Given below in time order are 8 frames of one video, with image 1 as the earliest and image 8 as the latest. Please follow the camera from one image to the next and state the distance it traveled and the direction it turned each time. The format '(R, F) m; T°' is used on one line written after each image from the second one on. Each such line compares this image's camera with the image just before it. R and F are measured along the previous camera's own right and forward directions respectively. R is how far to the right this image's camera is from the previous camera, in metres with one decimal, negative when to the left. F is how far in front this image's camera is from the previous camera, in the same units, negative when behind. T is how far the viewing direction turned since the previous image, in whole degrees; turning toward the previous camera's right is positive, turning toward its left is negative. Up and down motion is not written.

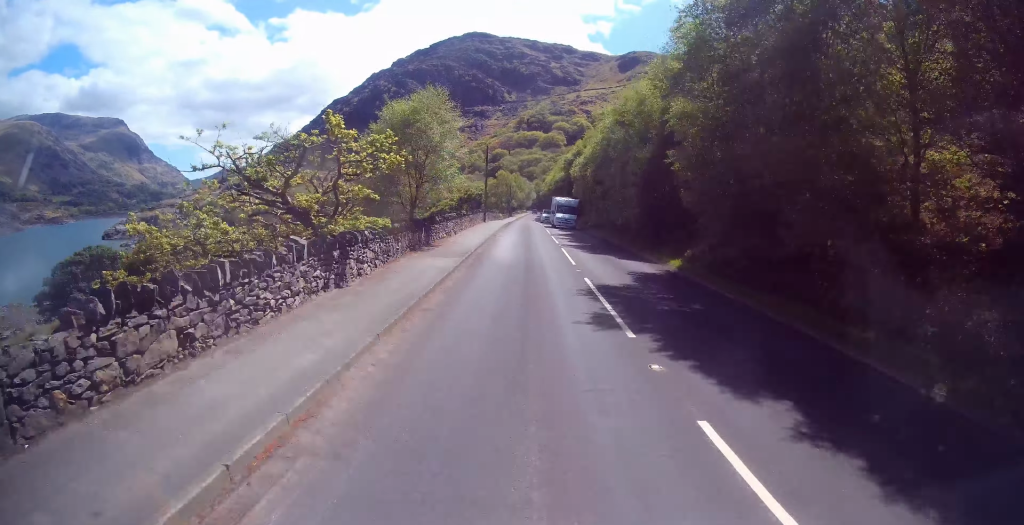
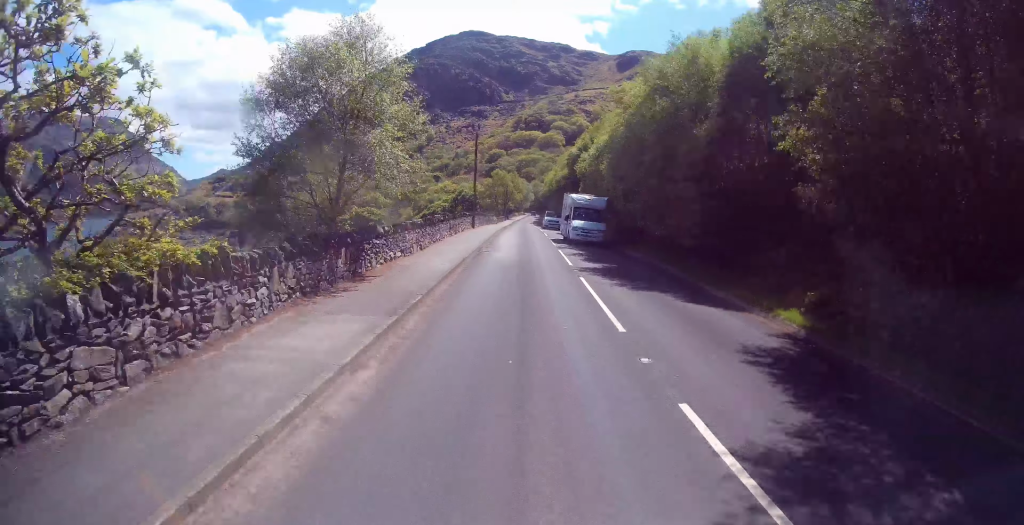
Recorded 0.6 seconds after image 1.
(+0.2, +8.6) m; +1°
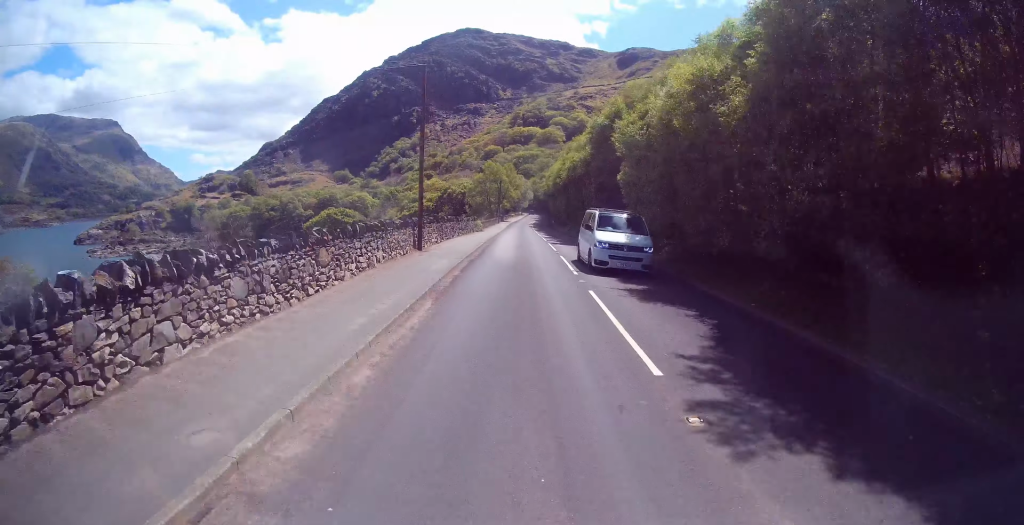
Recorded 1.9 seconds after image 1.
(0.0, +20.3) m; -1°
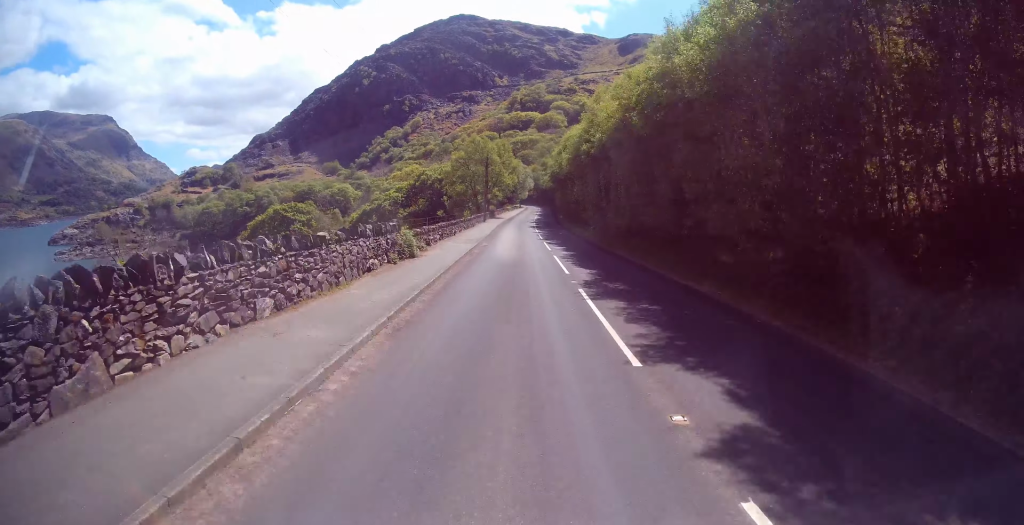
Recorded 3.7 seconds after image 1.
(+0.1, +27.1) m; +1°
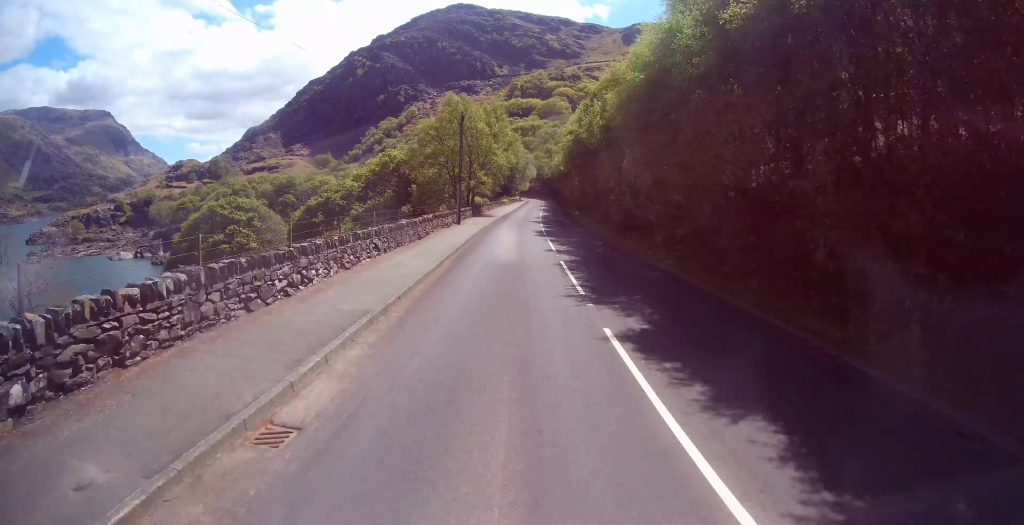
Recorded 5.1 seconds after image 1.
(+0.3, +22.4) m; +1°
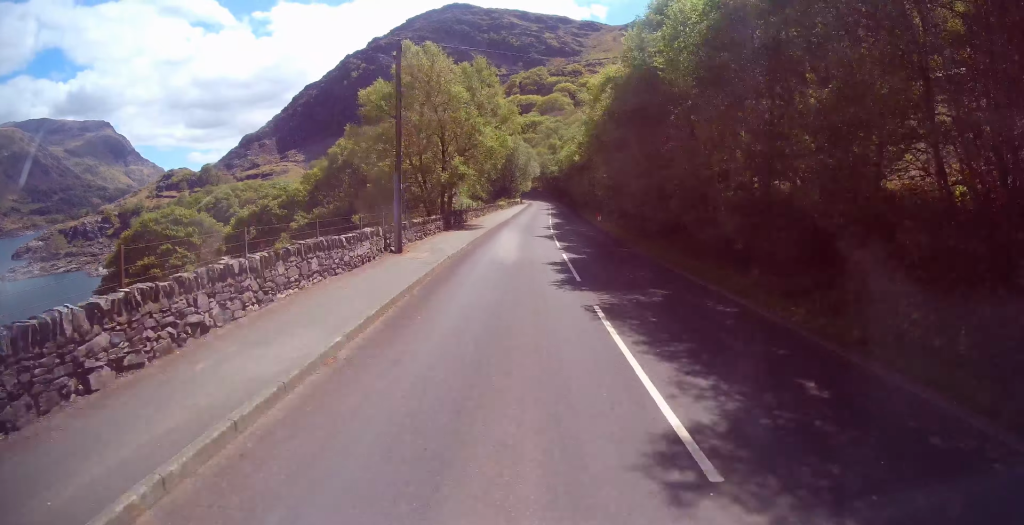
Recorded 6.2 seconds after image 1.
(0.0, +16.5) m; -1°
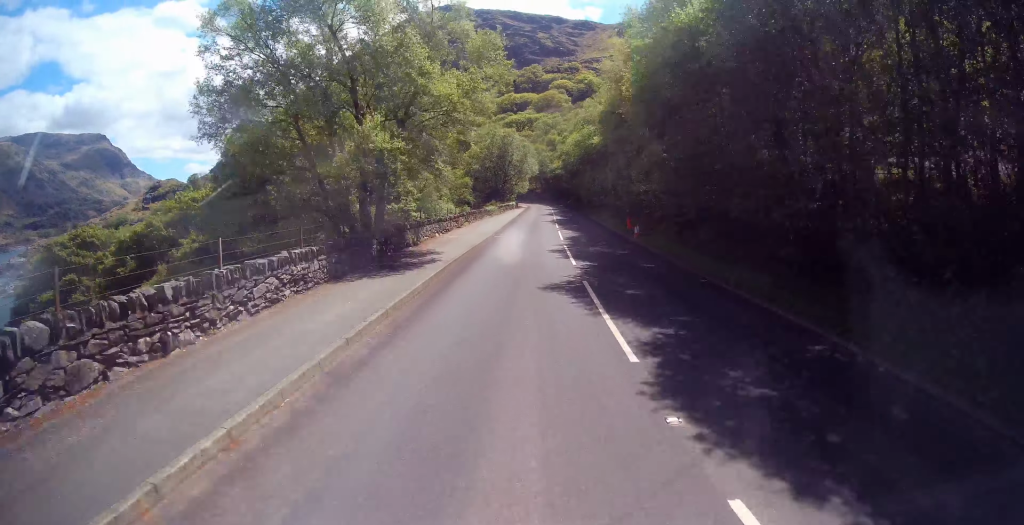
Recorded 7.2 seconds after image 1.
(-0.2, +15.6) m; -1°
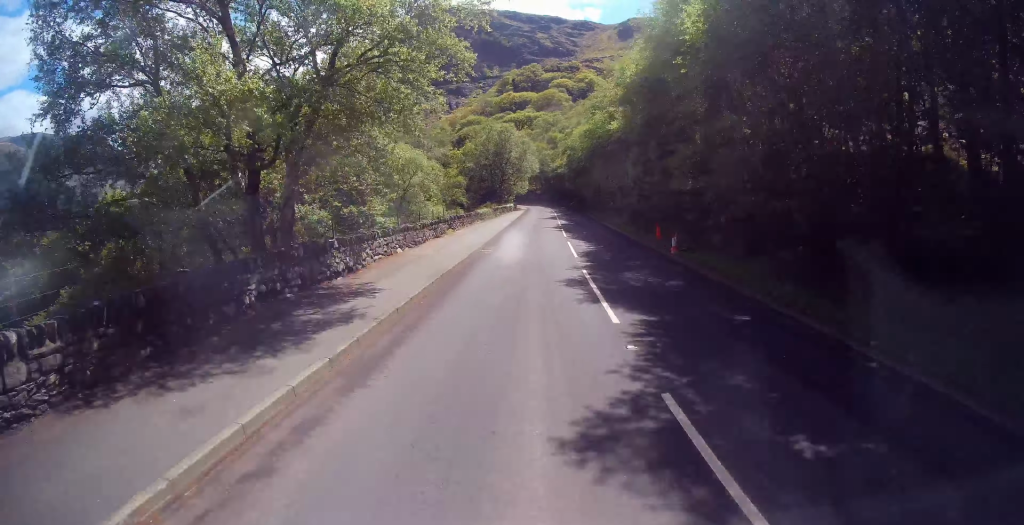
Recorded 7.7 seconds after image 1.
(0.0, +7.3) m; 0°
